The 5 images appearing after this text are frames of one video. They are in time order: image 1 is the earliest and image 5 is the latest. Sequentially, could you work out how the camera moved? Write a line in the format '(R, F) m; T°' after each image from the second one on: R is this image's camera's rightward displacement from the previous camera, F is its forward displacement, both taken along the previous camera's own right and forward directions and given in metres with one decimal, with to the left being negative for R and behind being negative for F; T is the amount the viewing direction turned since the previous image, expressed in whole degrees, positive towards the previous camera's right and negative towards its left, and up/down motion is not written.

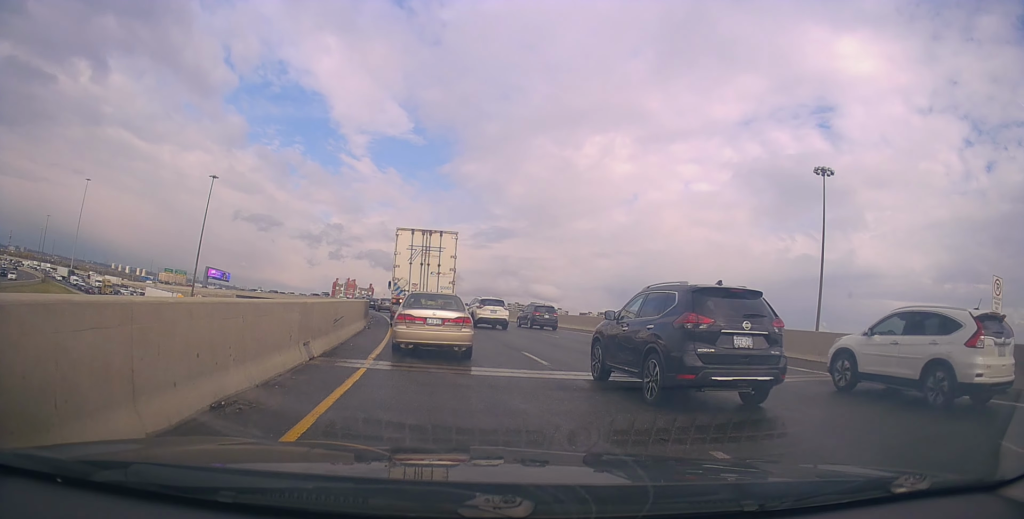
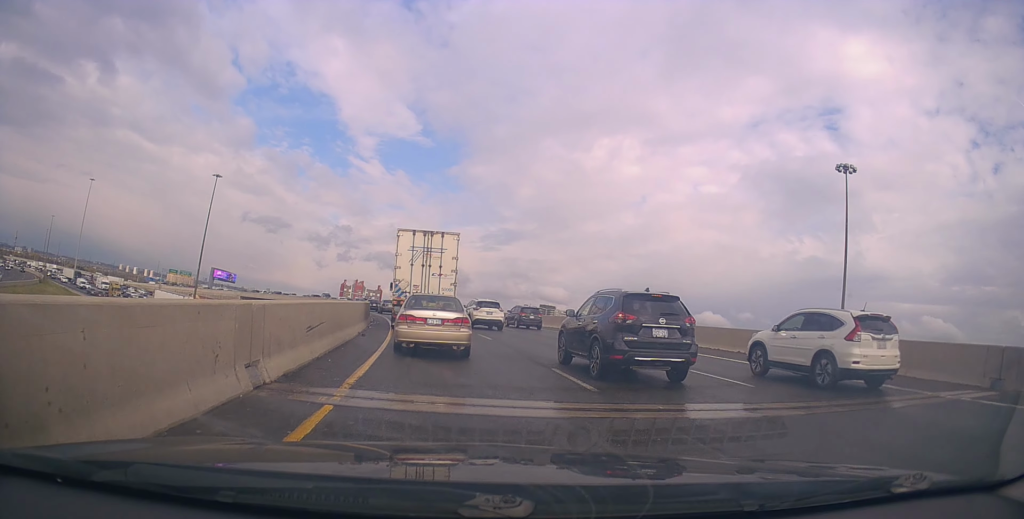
(0.0, +3.5) m; 0°
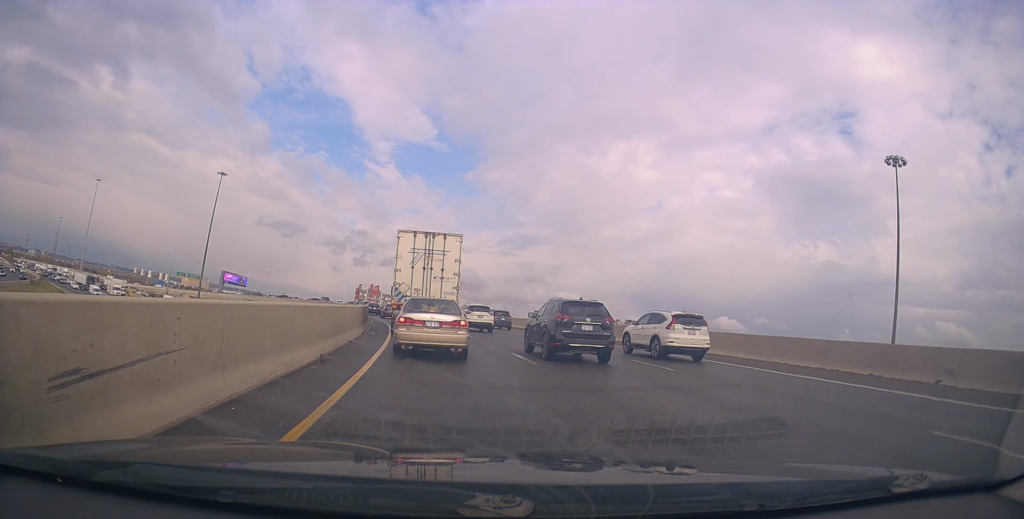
(0.0, +7.6) m; -4°
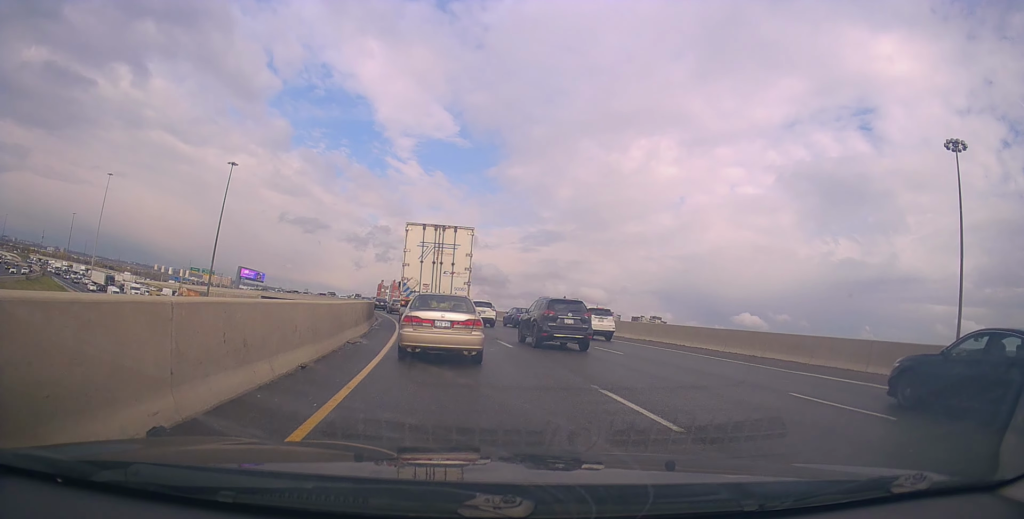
(-0.6, +7.6) m; -4°
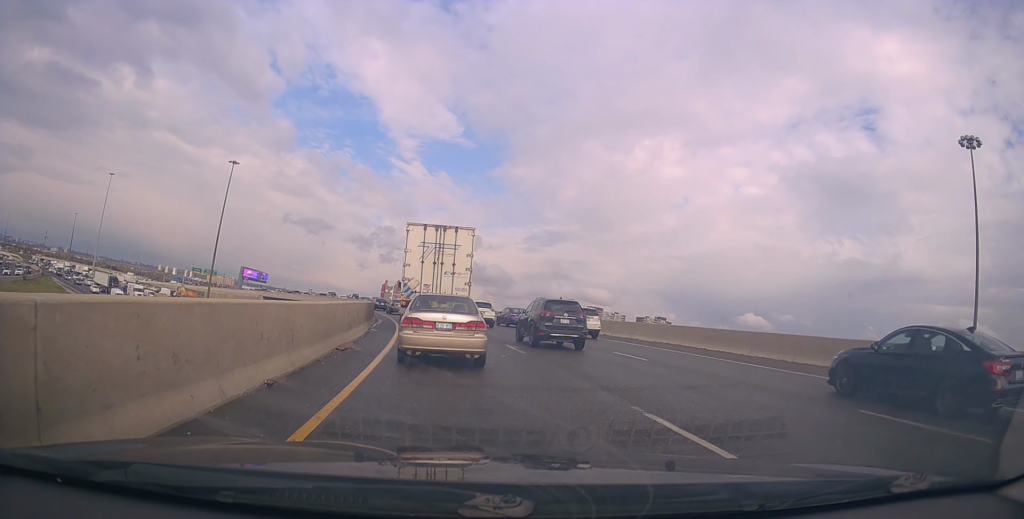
(+0.3, +2.0) m; 0°
